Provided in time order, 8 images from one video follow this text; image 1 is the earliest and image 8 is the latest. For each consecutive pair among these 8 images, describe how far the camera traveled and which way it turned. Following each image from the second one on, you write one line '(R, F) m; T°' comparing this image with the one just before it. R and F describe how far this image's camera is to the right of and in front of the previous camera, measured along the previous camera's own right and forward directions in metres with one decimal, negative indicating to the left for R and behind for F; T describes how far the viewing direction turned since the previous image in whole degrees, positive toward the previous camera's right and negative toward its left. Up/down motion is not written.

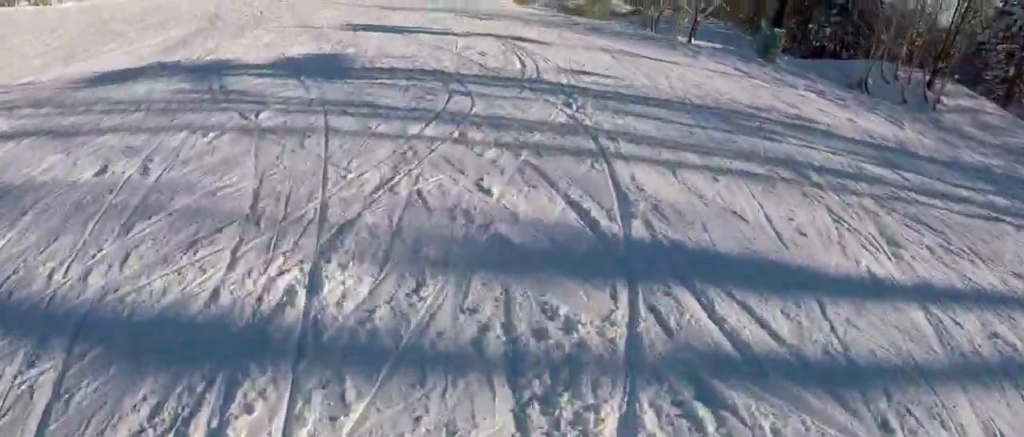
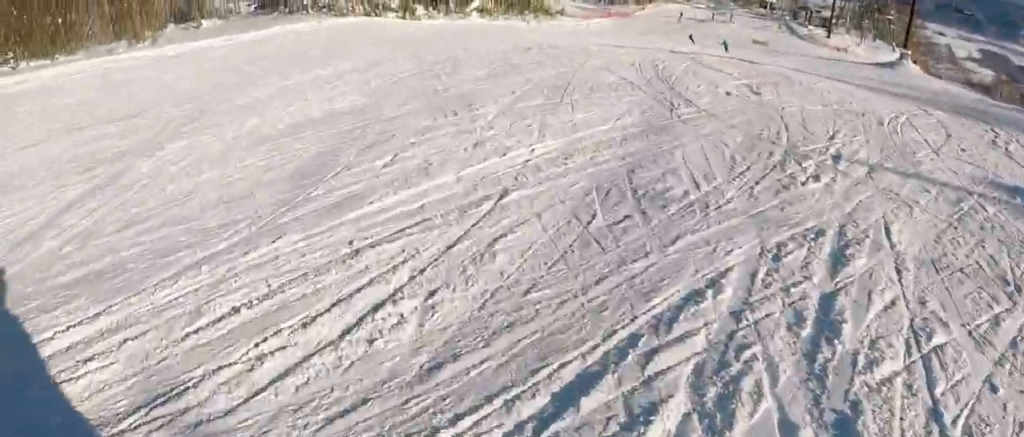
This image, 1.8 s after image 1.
(-3.5, +10.9) m; -9°
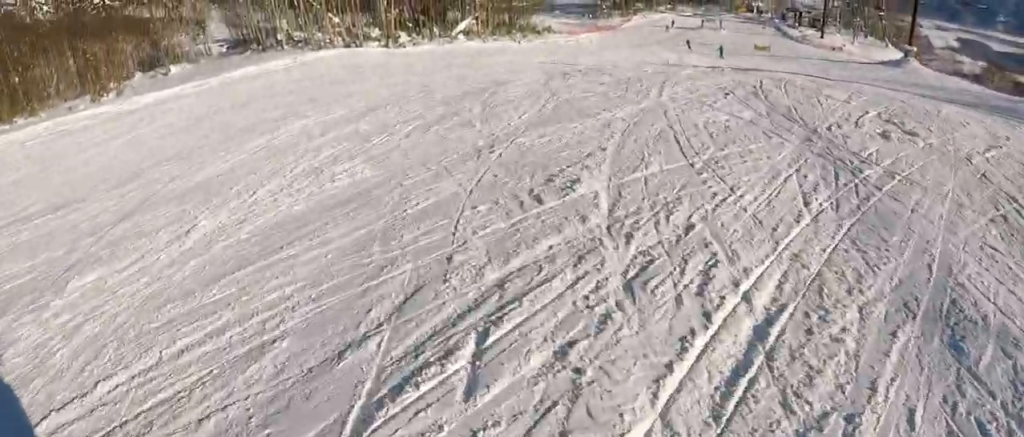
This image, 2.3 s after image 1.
(+0.4, +3.5) m; +12°
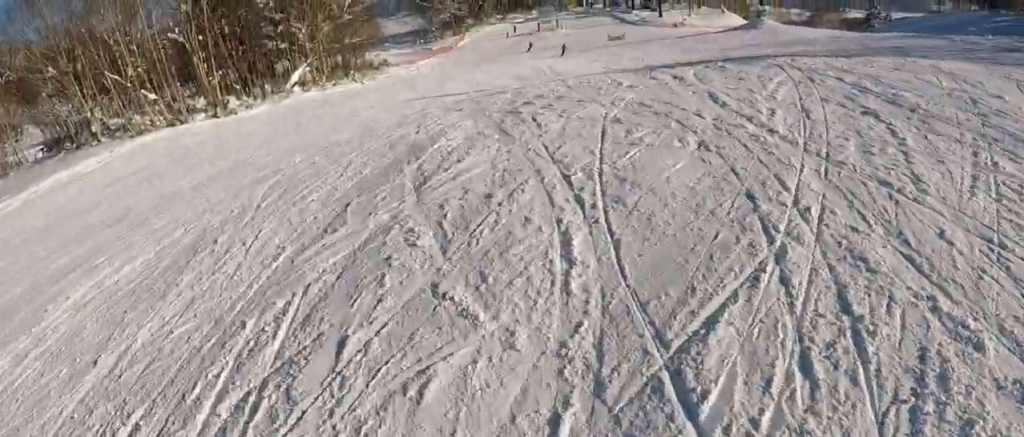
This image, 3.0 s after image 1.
(+0.9, +5.1) m; +15°
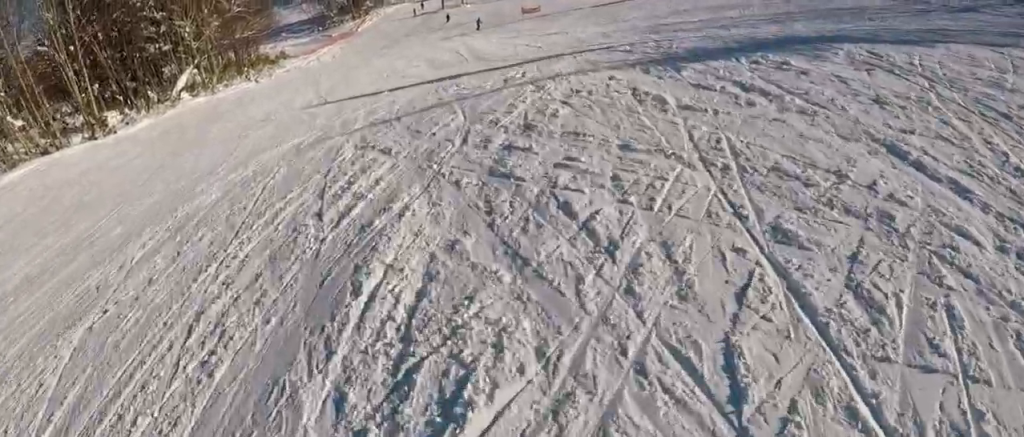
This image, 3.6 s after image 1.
(+0.2, +3.8) m; +10°
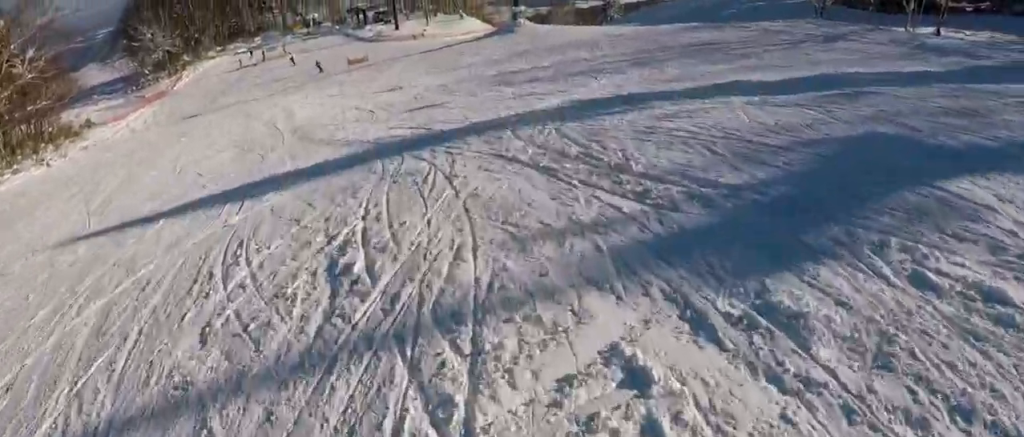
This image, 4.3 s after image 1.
(+0.5, +5.0) m; +10°
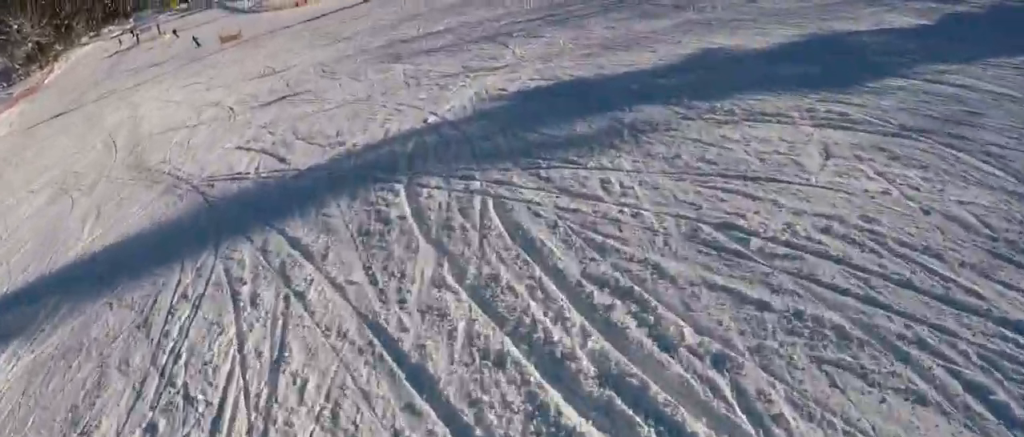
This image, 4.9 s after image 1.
(+0.5, +4.7) m; +1°
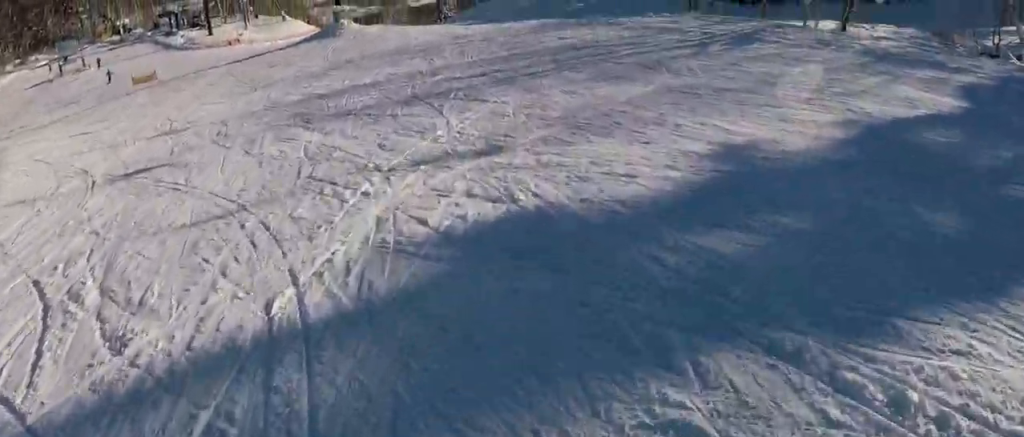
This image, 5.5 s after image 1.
(+0.7, +4.3) m; -4°
